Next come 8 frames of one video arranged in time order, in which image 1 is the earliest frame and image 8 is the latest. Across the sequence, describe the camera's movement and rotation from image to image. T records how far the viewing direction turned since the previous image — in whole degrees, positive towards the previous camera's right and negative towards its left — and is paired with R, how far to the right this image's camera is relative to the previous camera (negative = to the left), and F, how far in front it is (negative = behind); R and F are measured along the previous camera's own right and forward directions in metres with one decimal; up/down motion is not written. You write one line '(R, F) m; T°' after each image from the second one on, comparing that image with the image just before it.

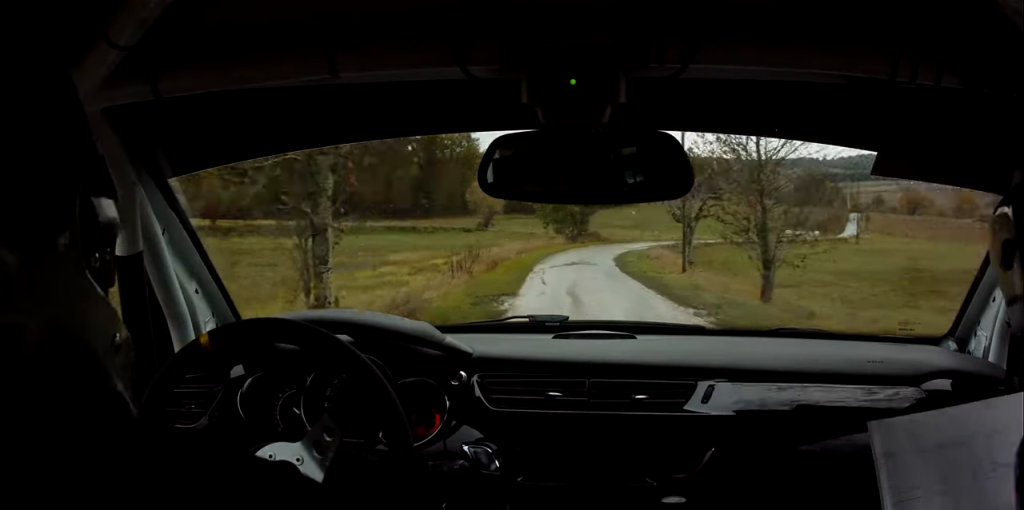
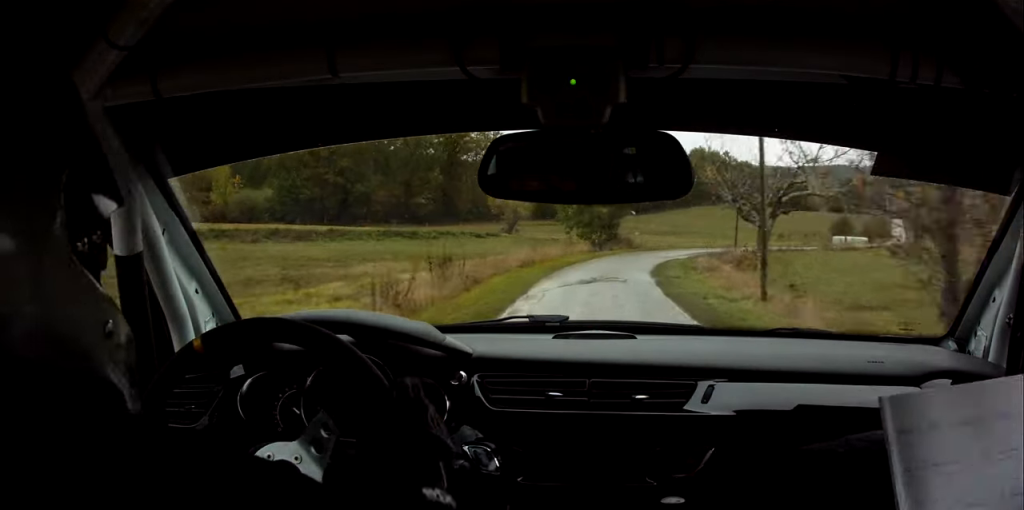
(-0.4, +9.4) m; -3°
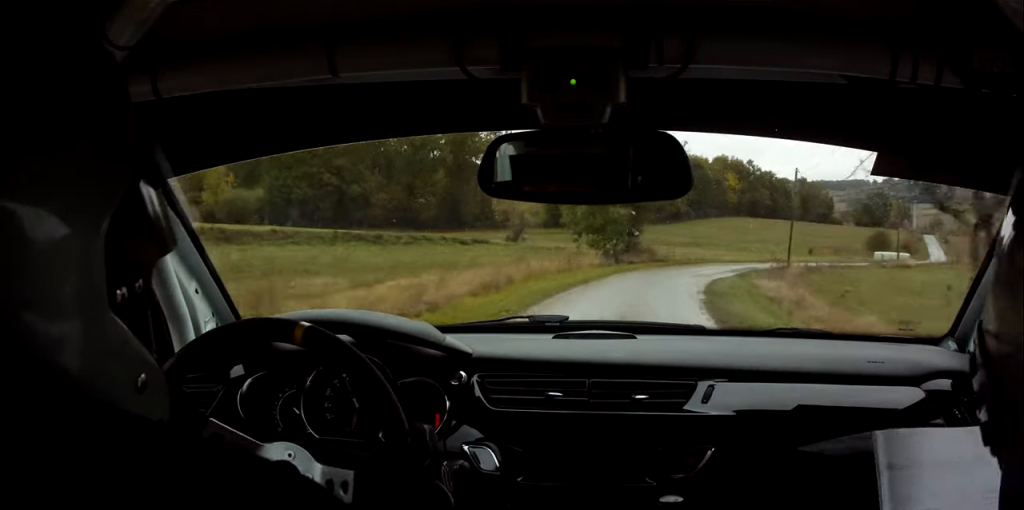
(-0.8, +11.2) m; -1°
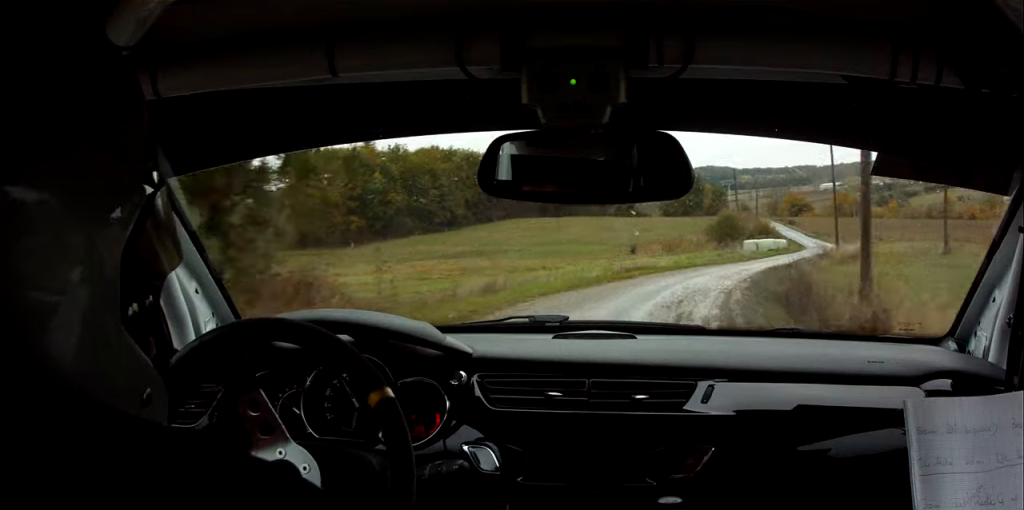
(+2.2, +33.7) m; +13°
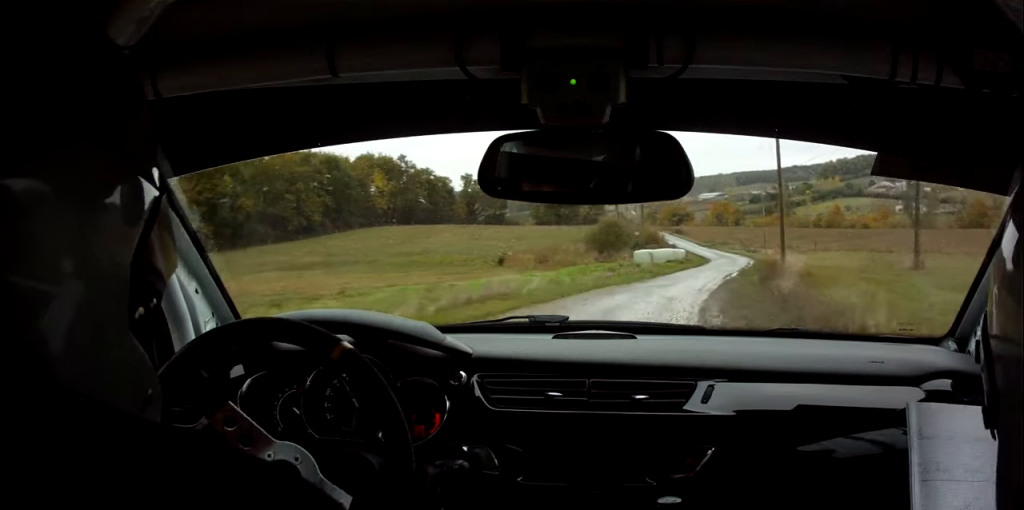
(+1.3, +13.8) m; +7°
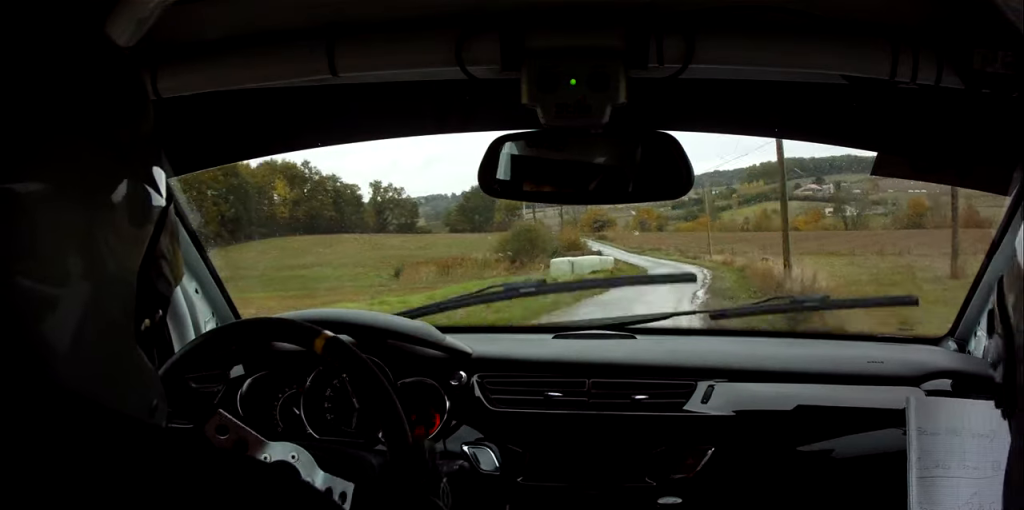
(+0.7, +12.8) m; +4°
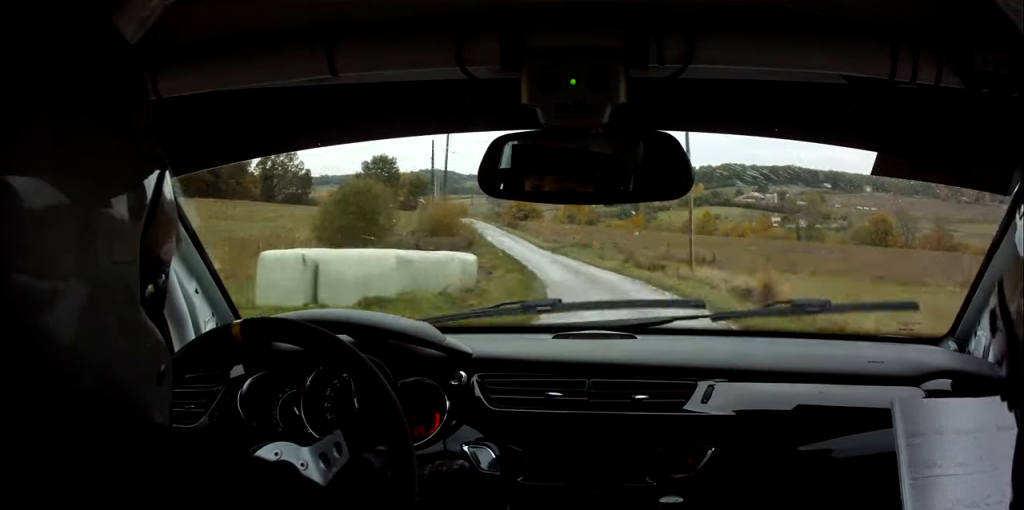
(+1.6, +32.1) m; +1°
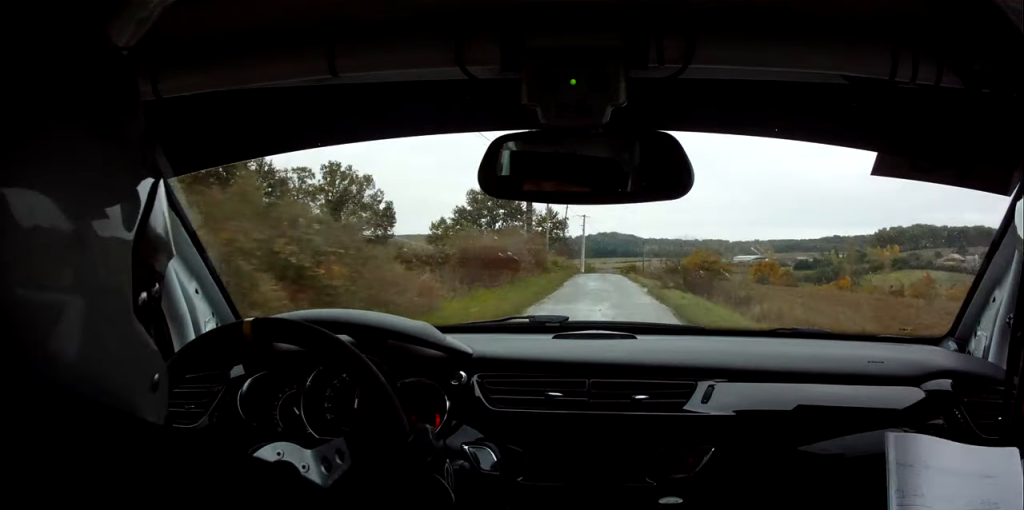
(-5.0, +61.7) m; -8°
